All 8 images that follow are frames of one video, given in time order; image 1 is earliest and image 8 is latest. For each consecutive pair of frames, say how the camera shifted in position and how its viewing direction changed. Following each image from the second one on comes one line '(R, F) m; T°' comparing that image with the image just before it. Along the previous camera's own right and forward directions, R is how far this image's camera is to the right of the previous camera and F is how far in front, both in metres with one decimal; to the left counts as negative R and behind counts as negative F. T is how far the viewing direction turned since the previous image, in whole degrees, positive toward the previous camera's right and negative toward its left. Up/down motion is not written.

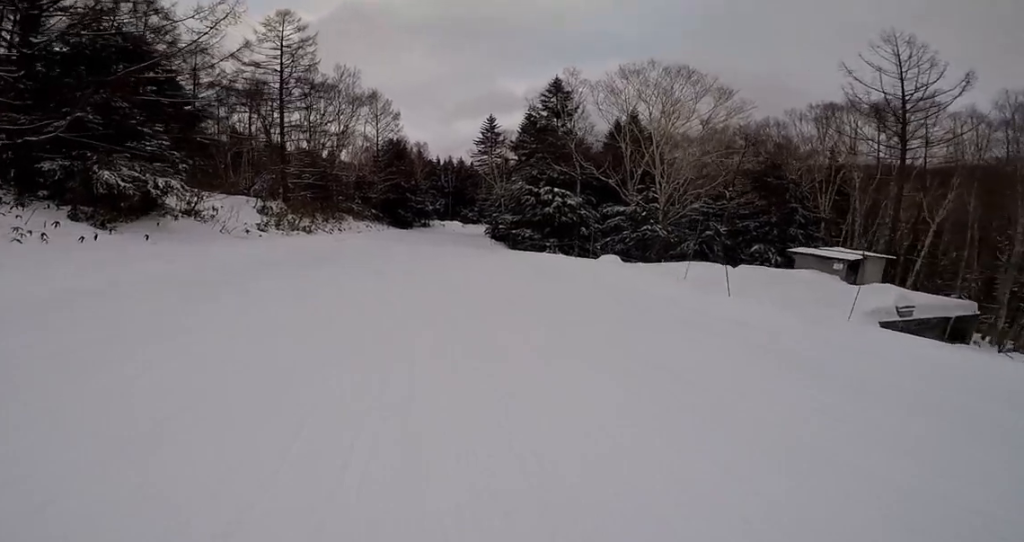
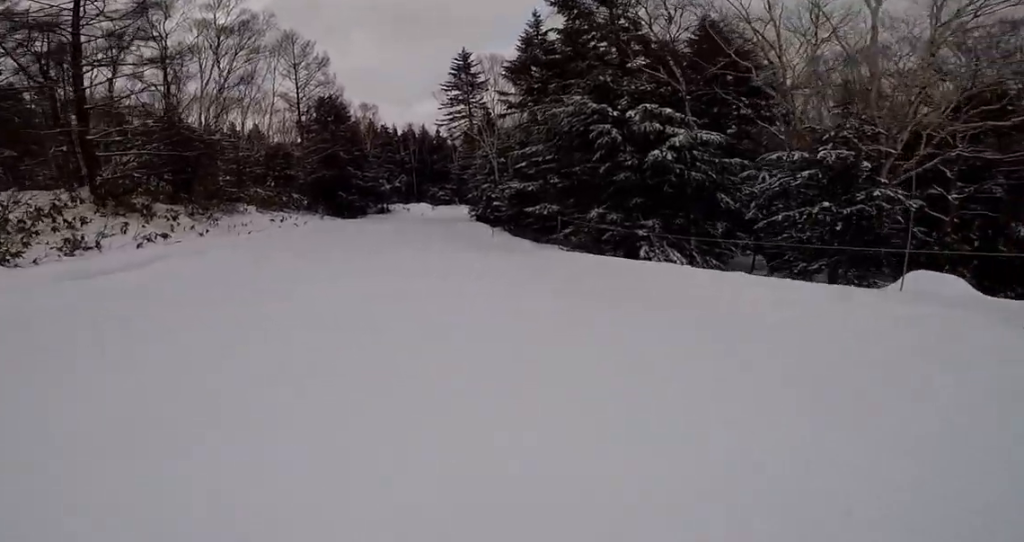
(-2.4, +16.4) m; -6°
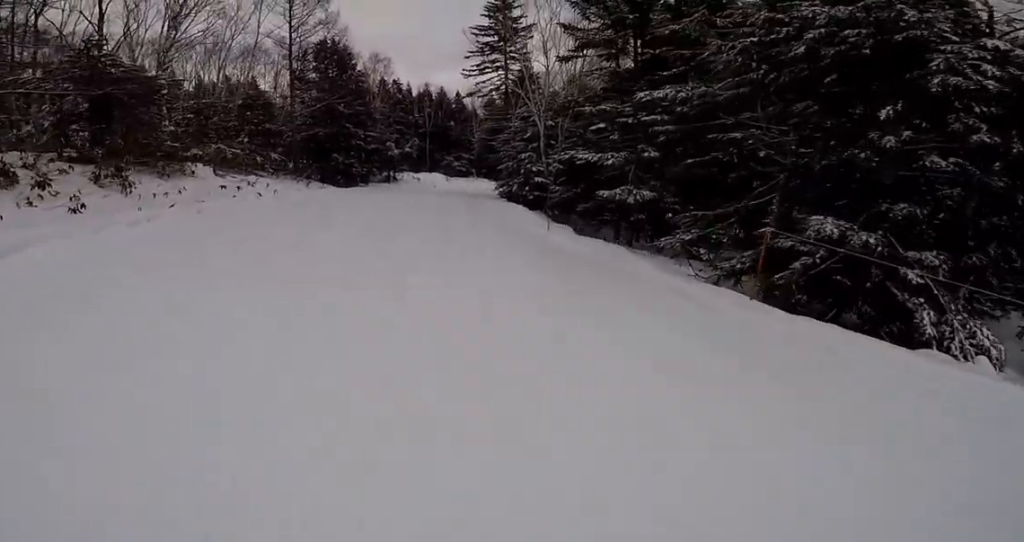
(+1.0, +7.3) m; +12°
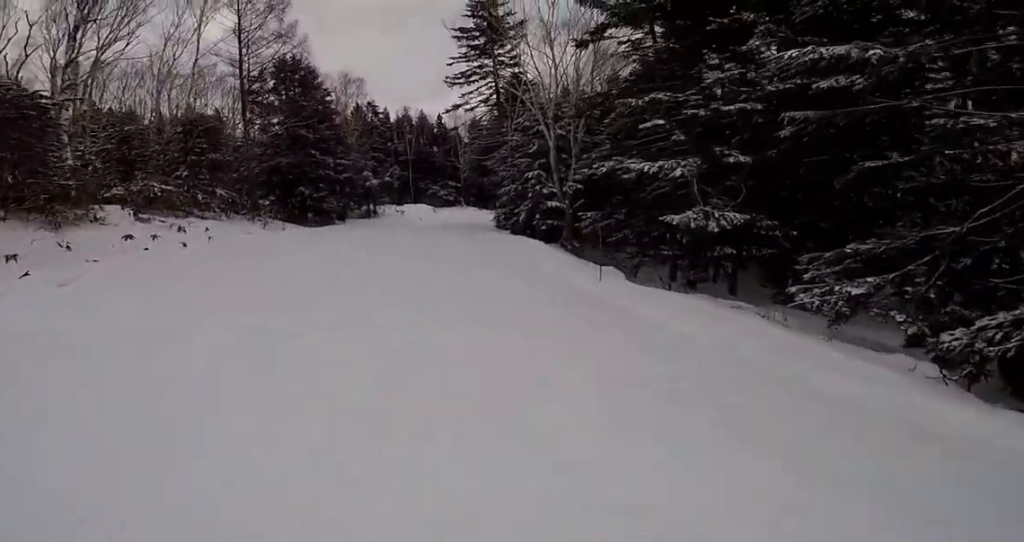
(+0.2, +5.0) m; -6°
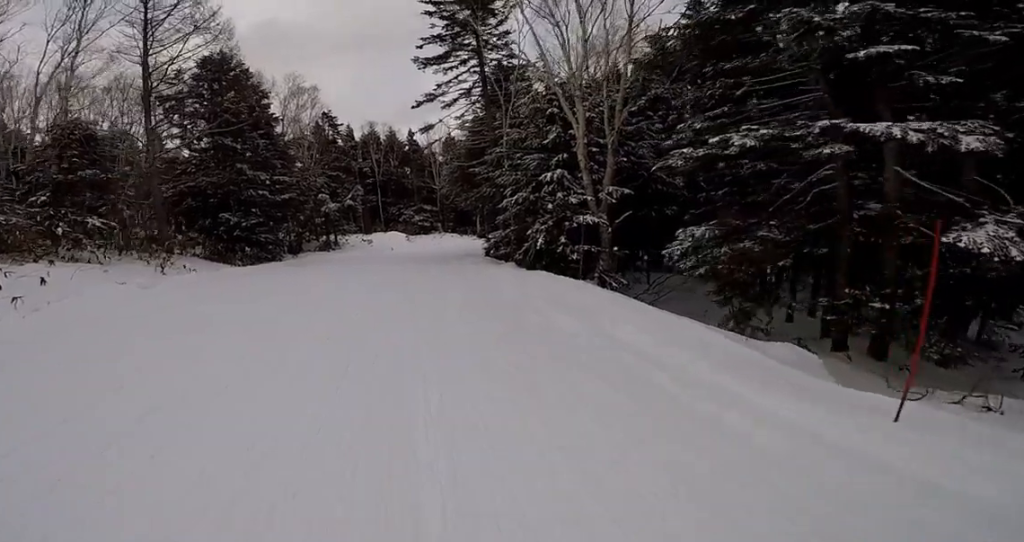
(-1.0, +6.0) m; -7°
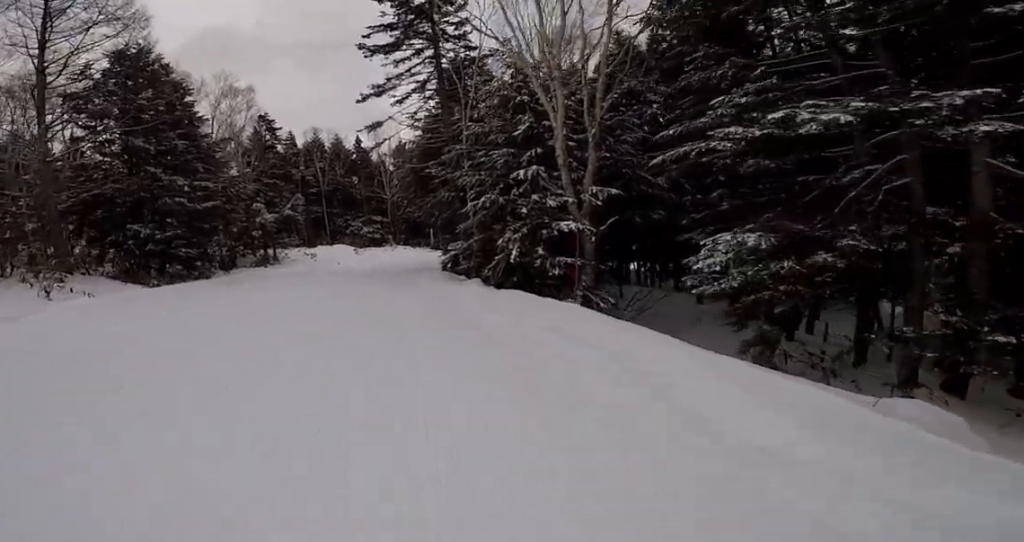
(-0.2, +2.1) m; +1°
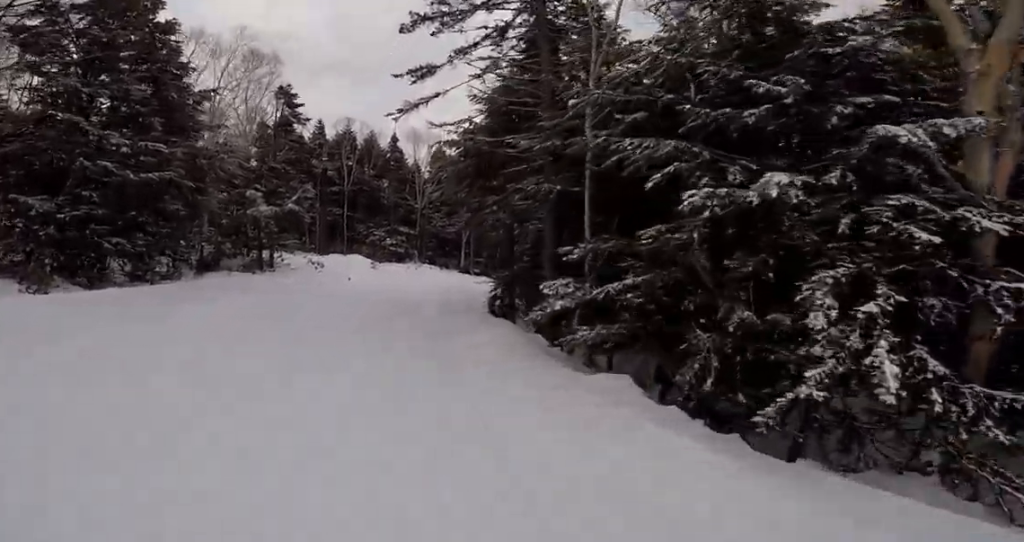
(+1.5, +6.5) m; +14°
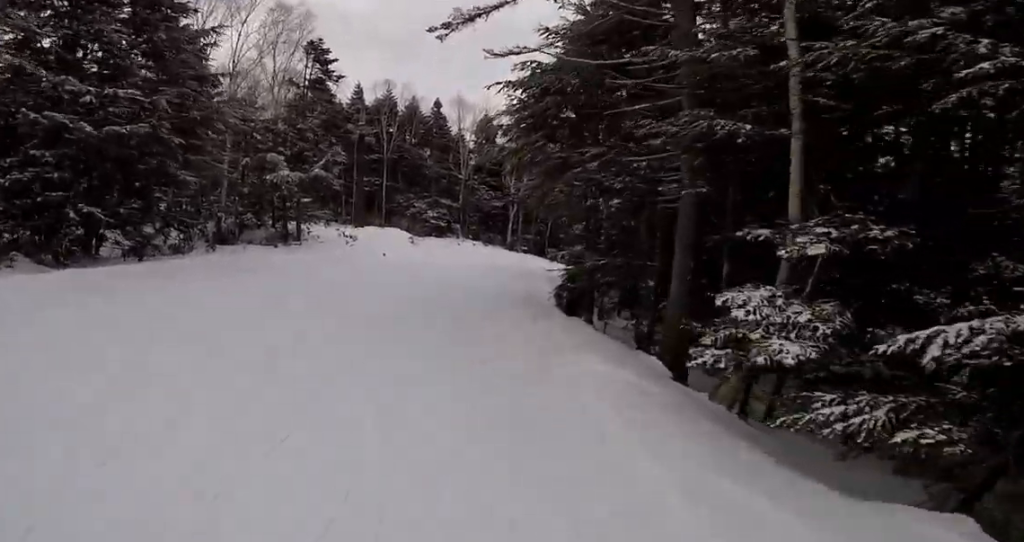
(+0.1, +3.4) m; +1°
